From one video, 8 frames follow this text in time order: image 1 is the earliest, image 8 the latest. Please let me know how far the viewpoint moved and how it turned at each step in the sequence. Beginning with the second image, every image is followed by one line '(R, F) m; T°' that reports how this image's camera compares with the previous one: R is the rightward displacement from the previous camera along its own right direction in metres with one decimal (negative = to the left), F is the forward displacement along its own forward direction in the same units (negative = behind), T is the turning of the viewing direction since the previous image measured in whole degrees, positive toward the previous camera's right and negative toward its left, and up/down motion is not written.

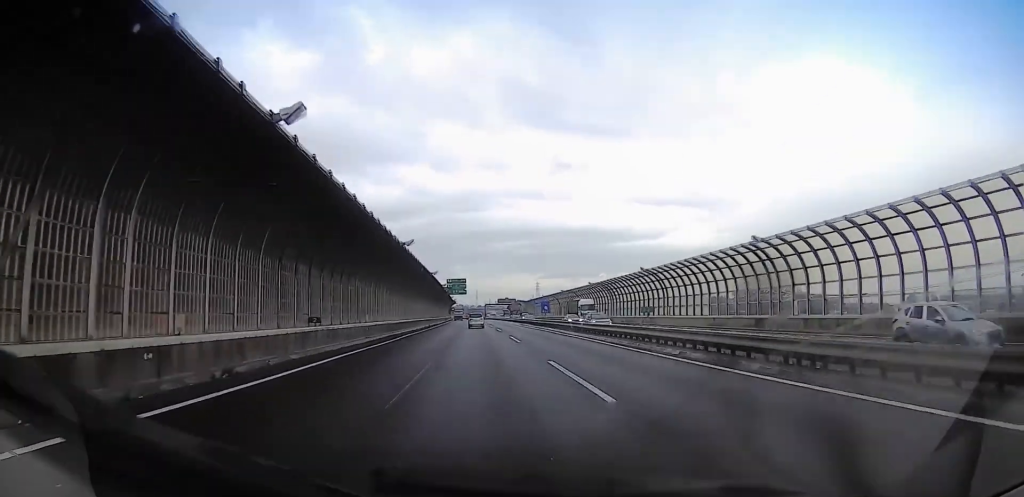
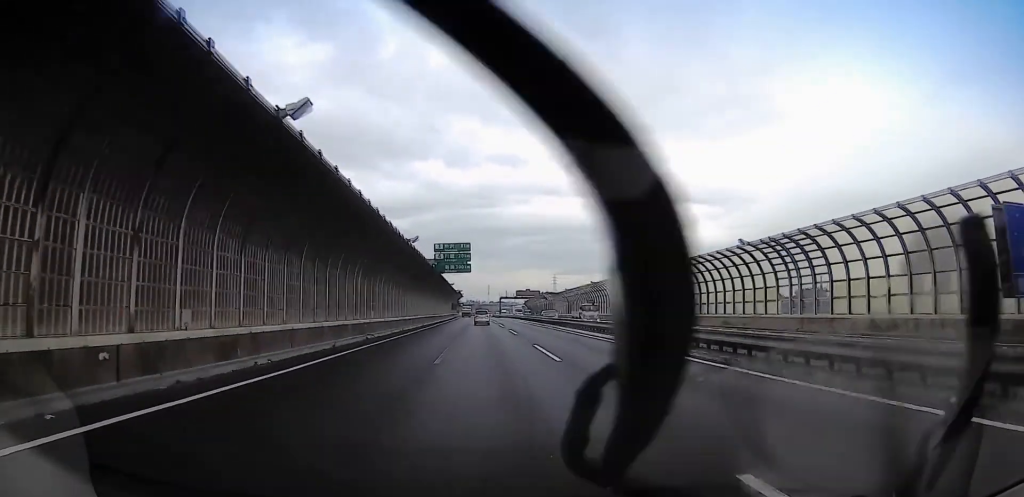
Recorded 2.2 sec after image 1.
(-2.9, +52.7) m; -3°
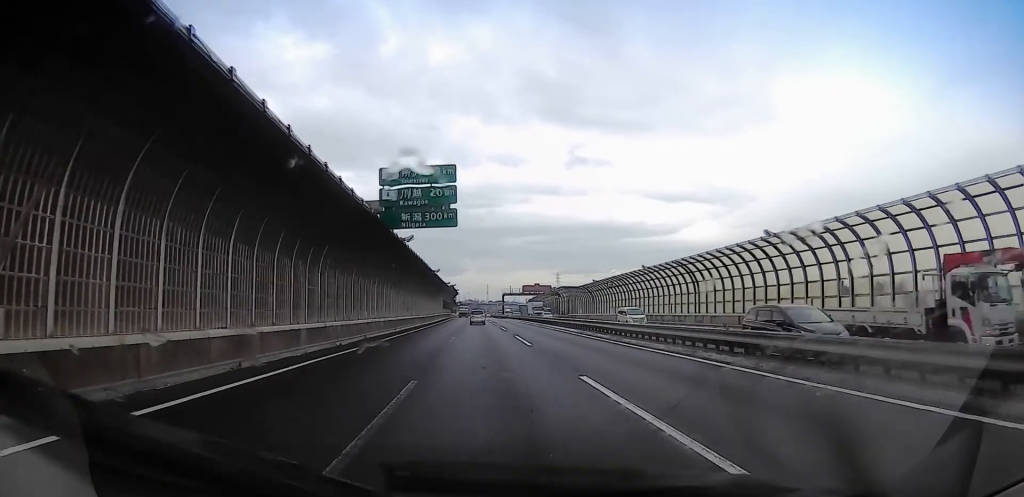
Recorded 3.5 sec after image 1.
(0.0, +32.7) m; 0°
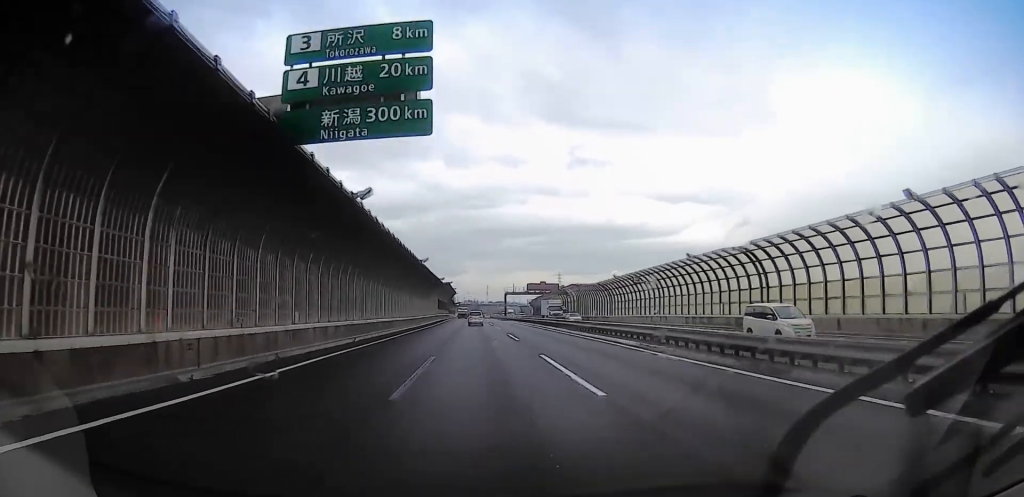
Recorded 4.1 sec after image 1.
(0.0, +14.3) m; 0°
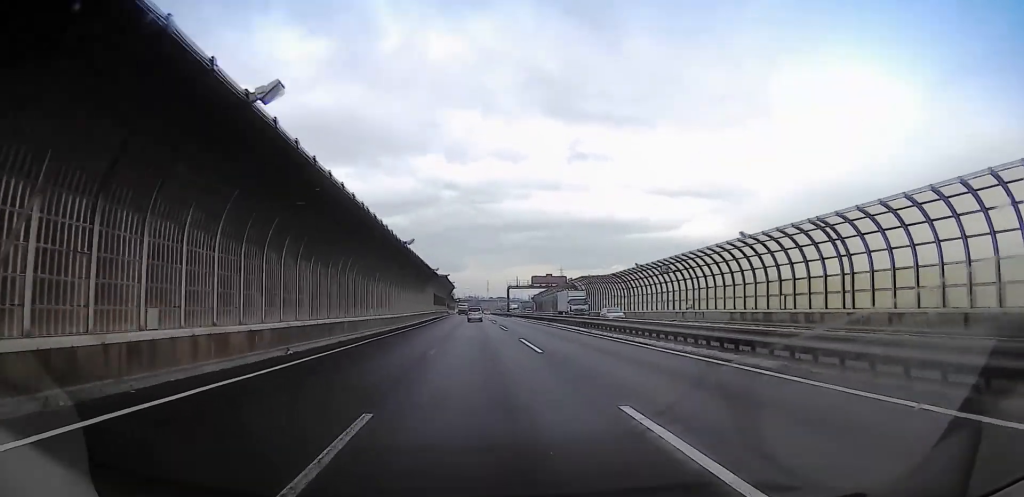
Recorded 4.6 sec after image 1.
(+0.1, +11.9) m; 0°
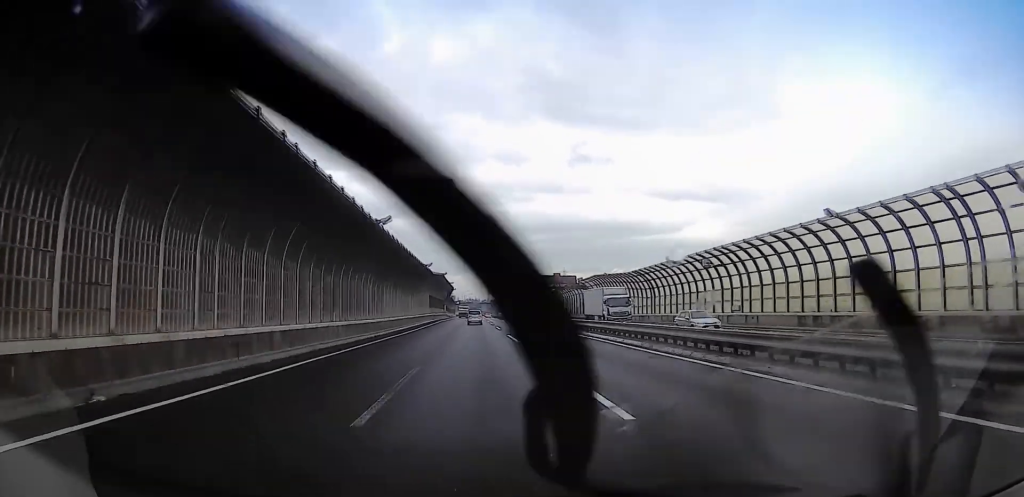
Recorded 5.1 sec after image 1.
(0.0, +11.1) m; 0°
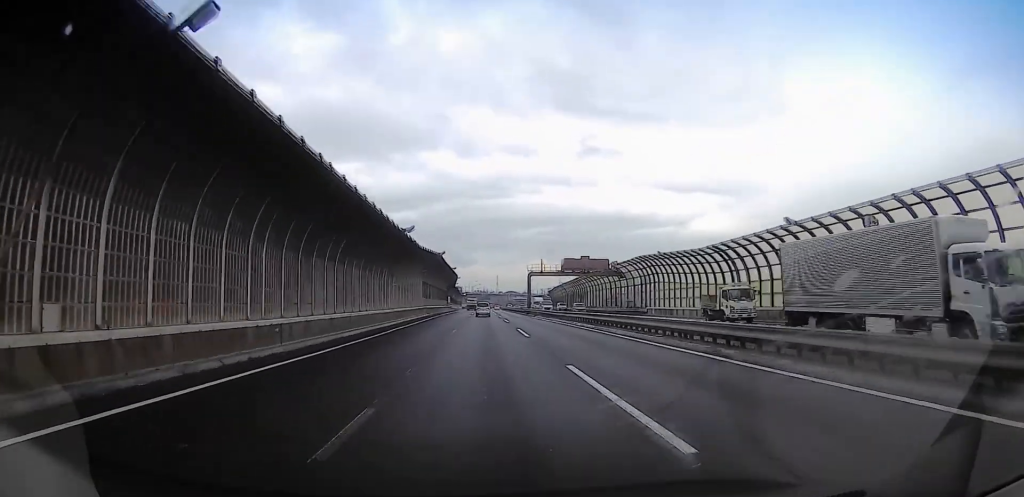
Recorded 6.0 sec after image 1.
(-0.1, +22.1) m; 0°
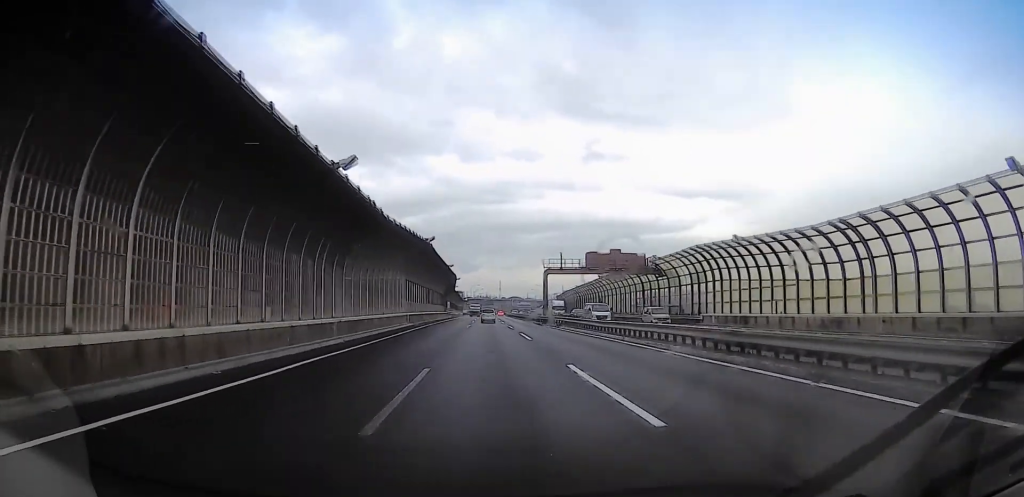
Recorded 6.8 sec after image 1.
(0.0, +18.8) m; 0°
